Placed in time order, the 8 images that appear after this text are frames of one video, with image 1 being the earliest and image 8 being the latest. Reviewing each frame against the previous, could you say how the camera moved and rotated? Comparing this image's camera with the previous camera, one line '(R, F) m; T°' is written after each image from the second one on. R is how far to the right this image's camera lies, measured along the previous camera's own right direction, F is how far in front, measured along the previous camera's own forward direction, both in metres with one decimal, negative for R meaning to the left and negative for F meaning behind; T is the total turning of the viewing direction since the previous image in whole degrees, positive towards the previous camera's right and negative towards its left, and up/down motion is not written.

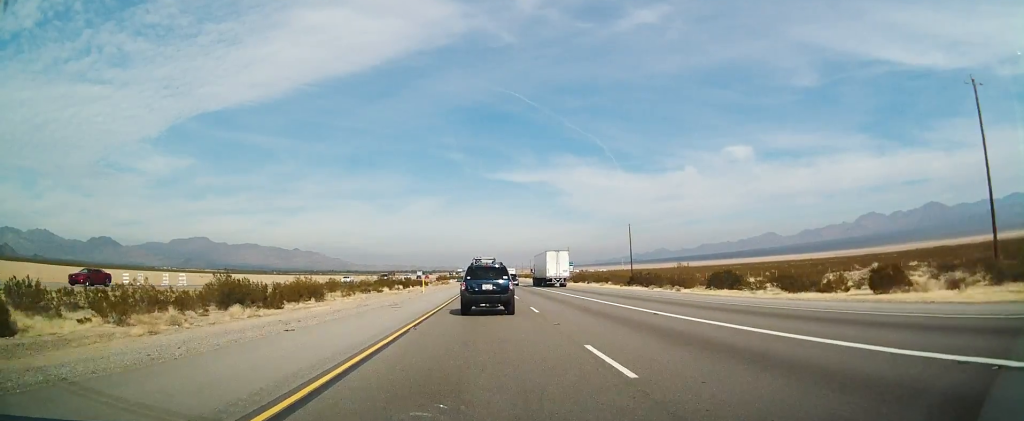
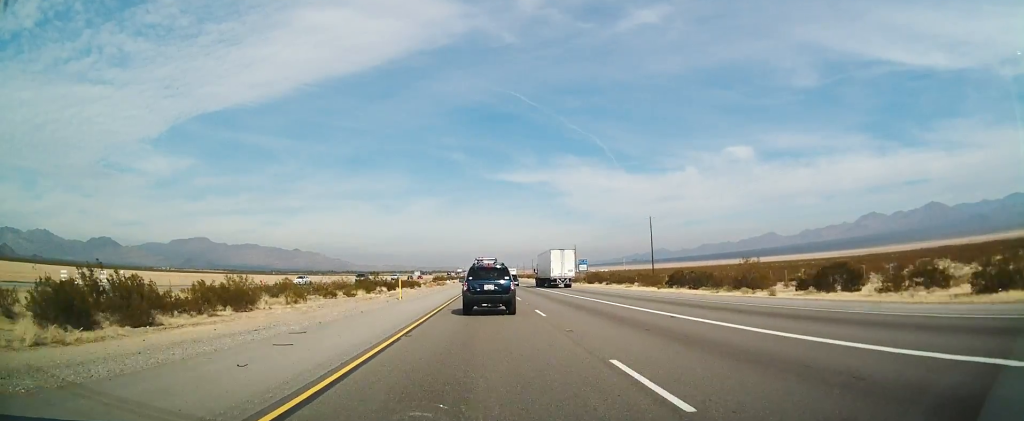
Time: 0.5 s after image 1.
(0.0, +16.6) m; 0°
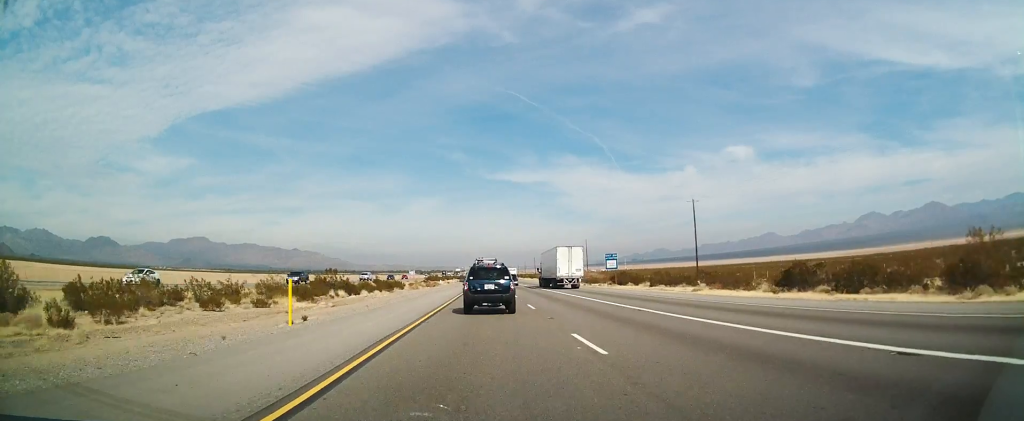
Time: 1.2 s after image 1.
(0.0, +24.9) m; 0°
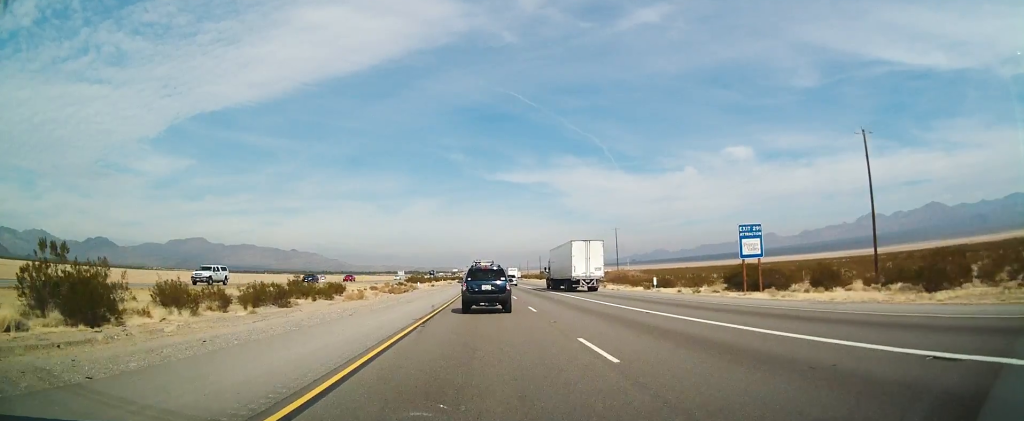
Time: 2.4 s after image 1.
(-0.1, +45.3) m; 0°
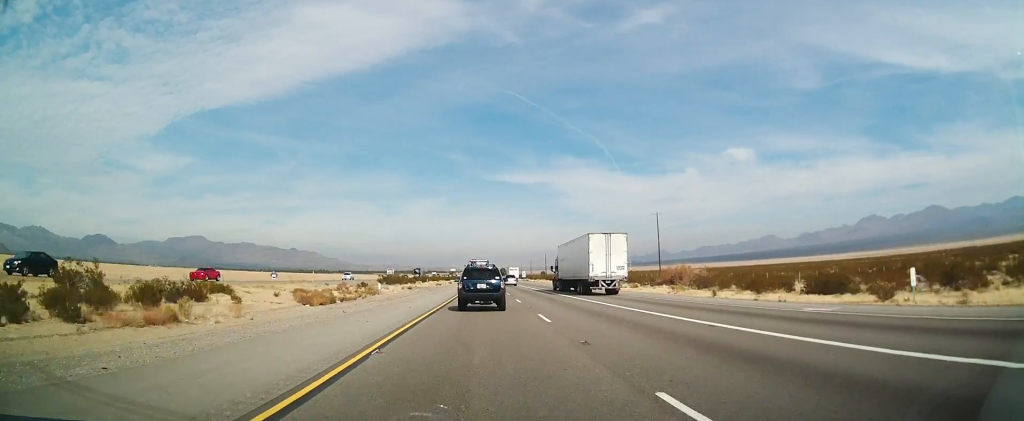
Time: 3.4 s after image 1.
(0.0, +35.8) m; 0°
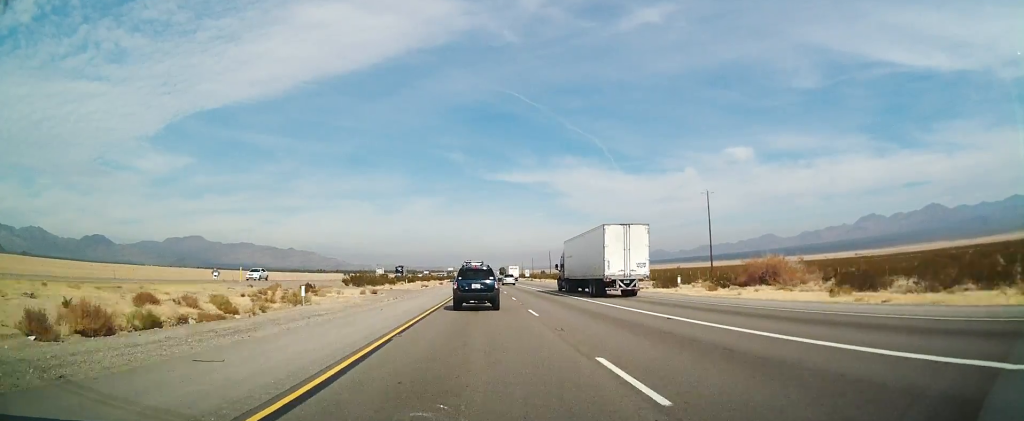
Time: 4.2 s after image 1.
(+0.1, +26.2) m; 0°
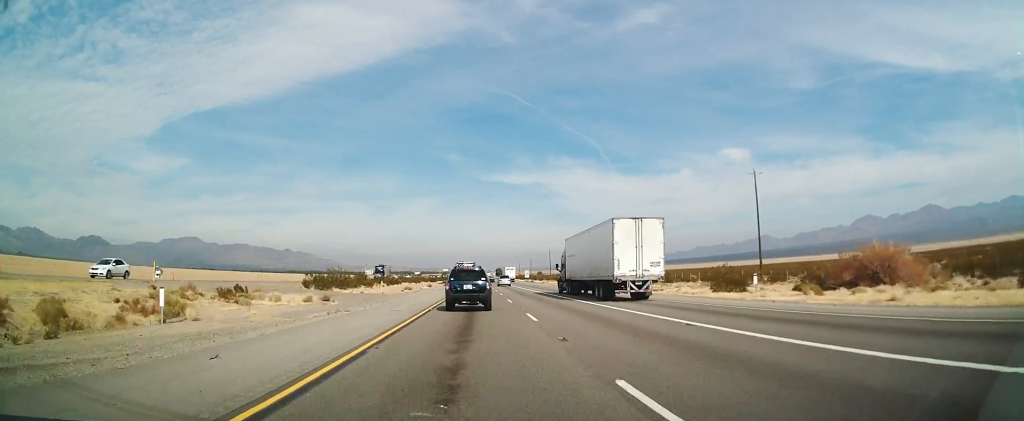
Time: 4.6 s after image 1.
(0.0, +16.7) m; 0°
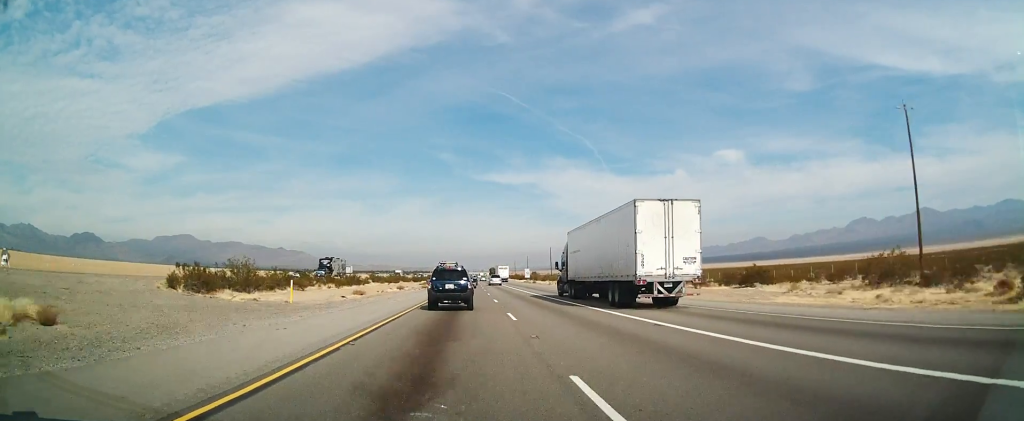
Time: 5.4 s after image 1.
(-0.1, +28.7) m; 0°
